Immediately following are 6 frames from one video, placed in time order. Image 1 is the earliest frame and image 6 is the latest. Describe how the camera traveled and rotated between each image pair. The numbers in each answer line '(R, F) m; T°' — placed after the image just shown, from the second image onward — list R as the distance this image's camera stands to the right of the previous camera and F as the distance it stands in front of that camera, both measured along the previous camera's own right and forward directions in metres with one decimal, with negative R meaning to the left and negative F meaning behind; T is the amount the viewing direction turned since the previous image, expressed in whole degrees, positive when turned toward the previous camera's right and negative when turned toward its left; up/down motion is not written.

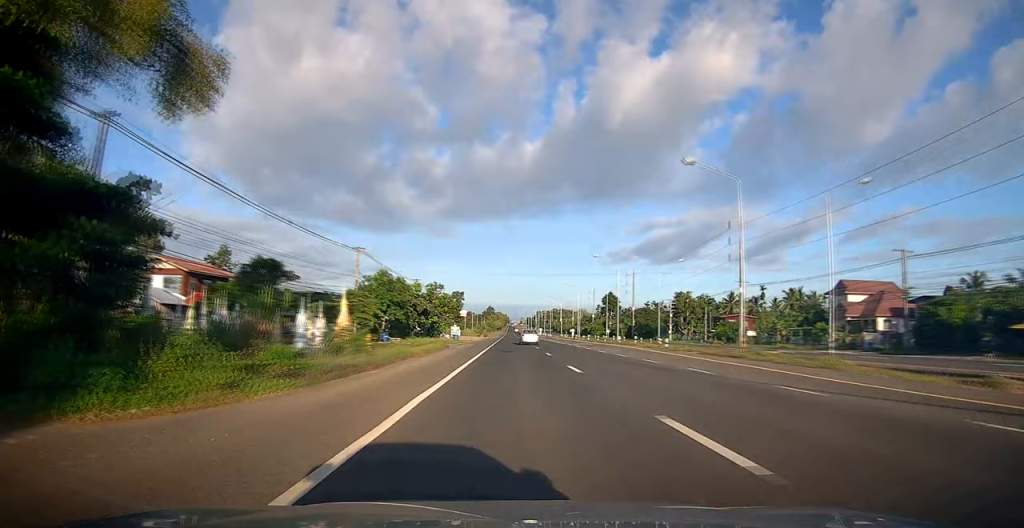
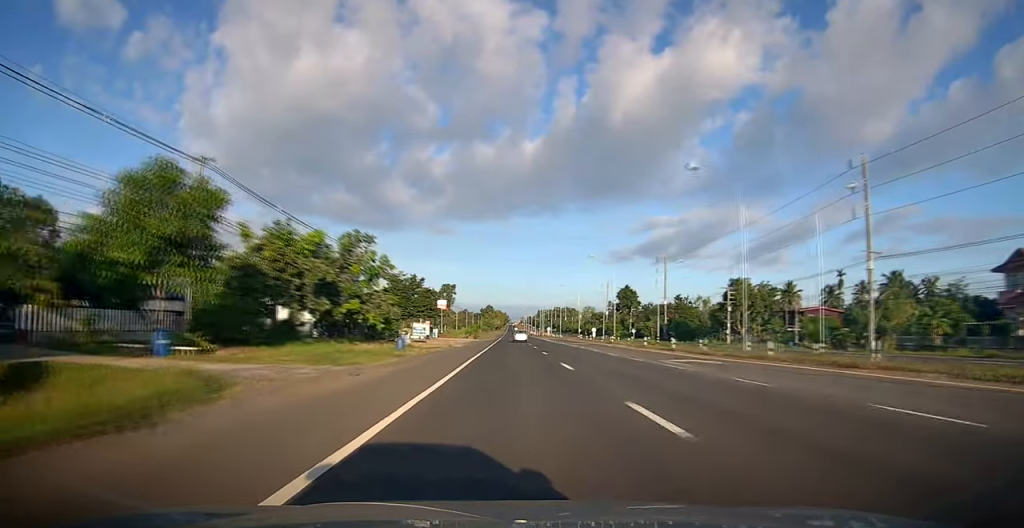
(0.0, +33.9) m; 0°
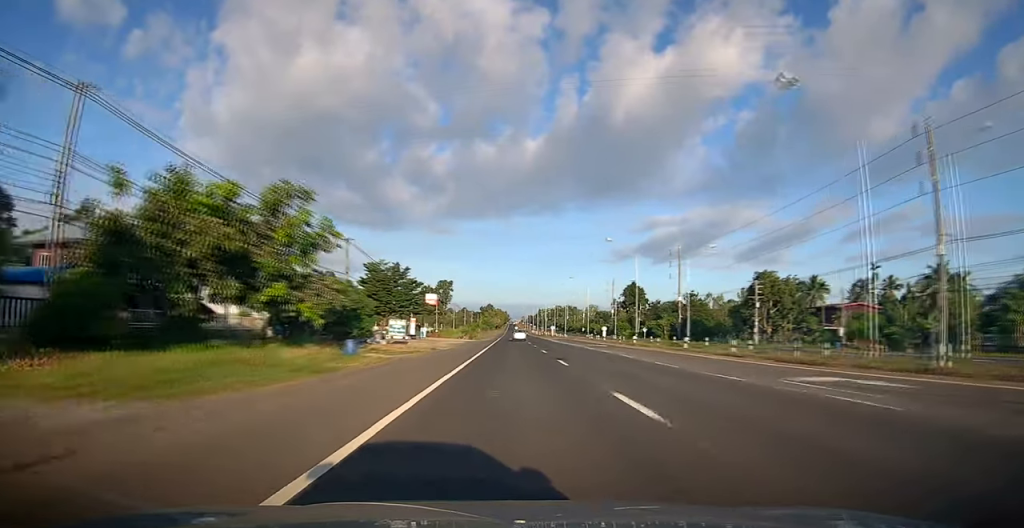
(+0.2, +10.6) m; 0°
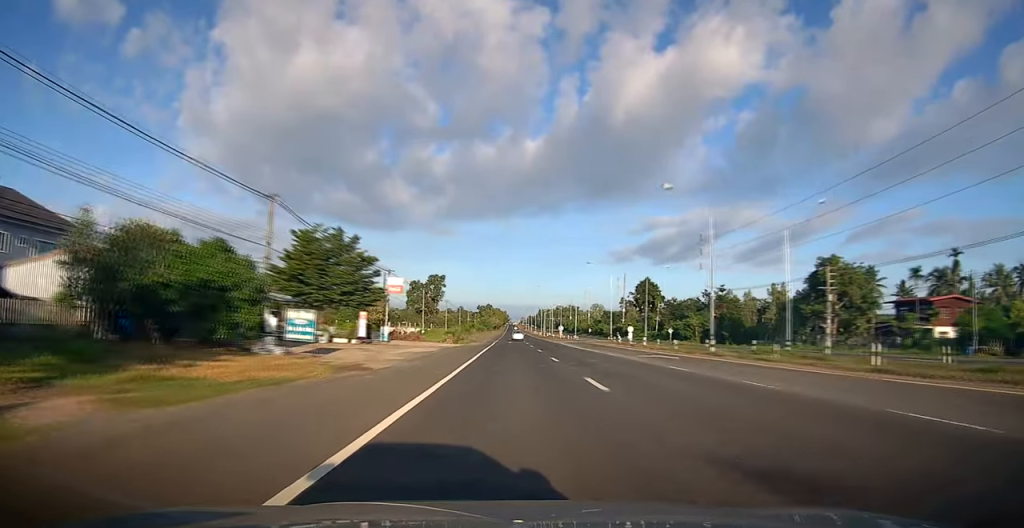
(-0.1, +19.8) m; -1°
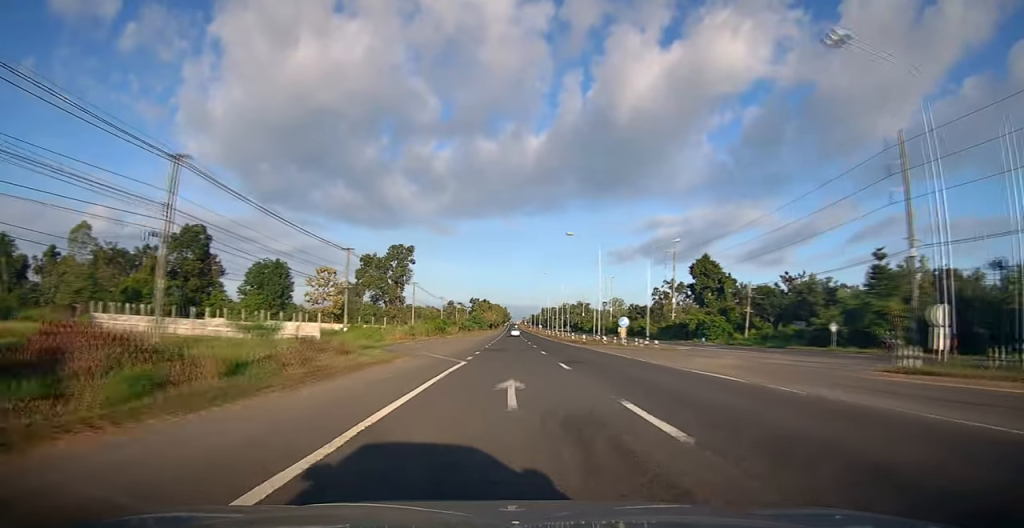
(-0.1, +53.5) m; 0°
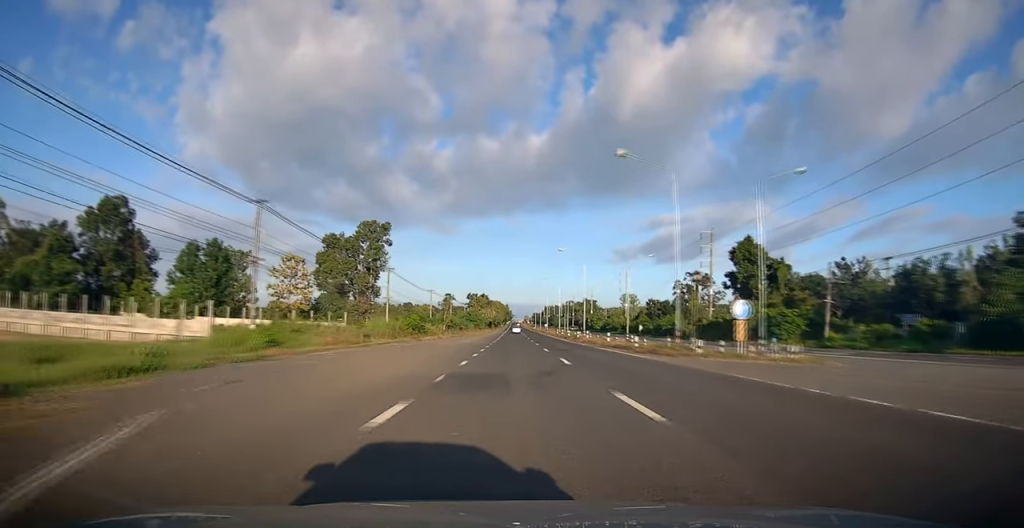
(-0.1, +22.7) m; 0°
